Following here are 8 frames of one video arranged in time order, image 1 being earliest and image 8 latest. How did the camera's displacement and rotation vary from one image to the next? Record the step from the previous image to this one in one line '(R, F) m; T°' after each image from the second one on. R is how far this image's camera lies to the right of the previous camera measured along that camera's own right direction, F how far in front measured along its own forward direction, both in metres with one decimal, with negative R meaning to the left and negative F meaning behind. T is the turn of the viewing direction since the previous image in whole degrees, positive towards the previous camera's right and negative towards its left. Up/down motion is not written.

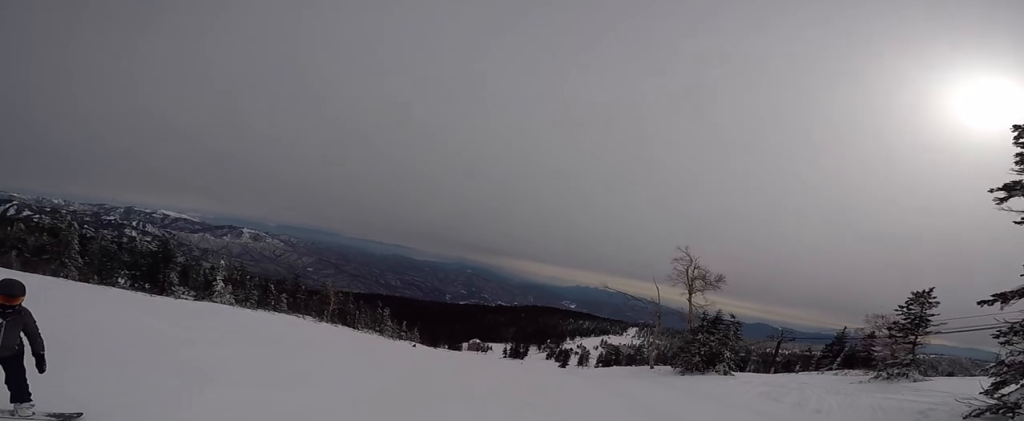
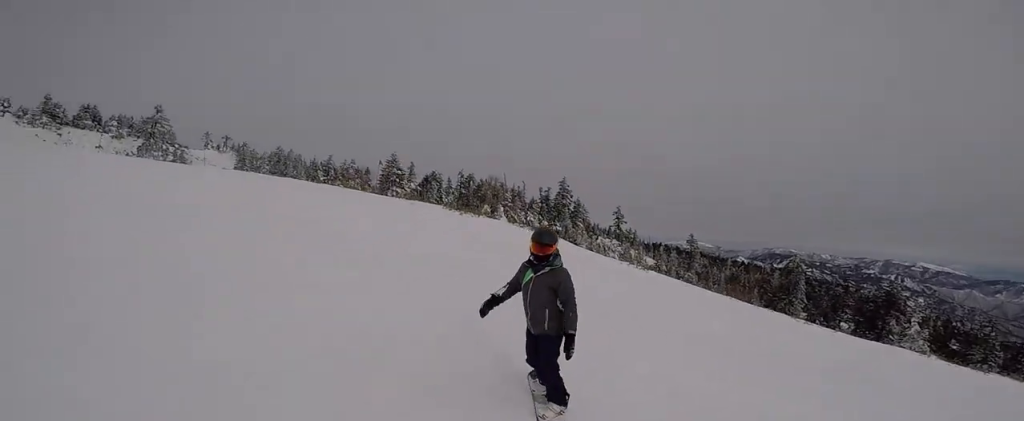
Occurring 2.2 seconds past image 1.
(+0.1, +5.1) m; -42°
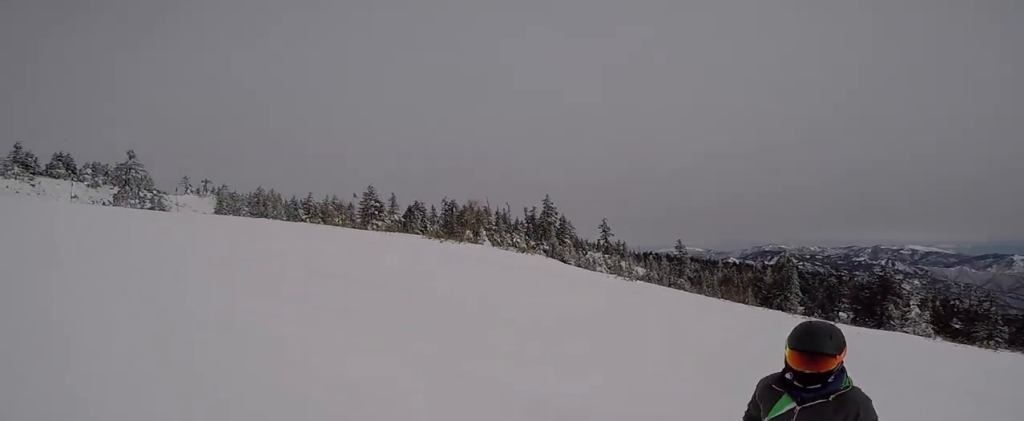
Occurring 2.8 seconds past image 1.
(-0.6, +1.0) m; -26°
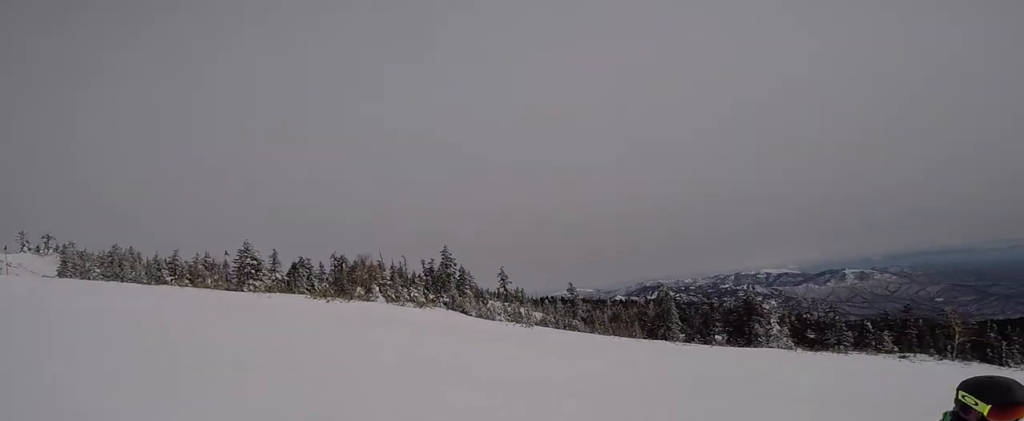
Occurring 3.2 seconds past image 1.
(-0.1, +0.8) m; -3°
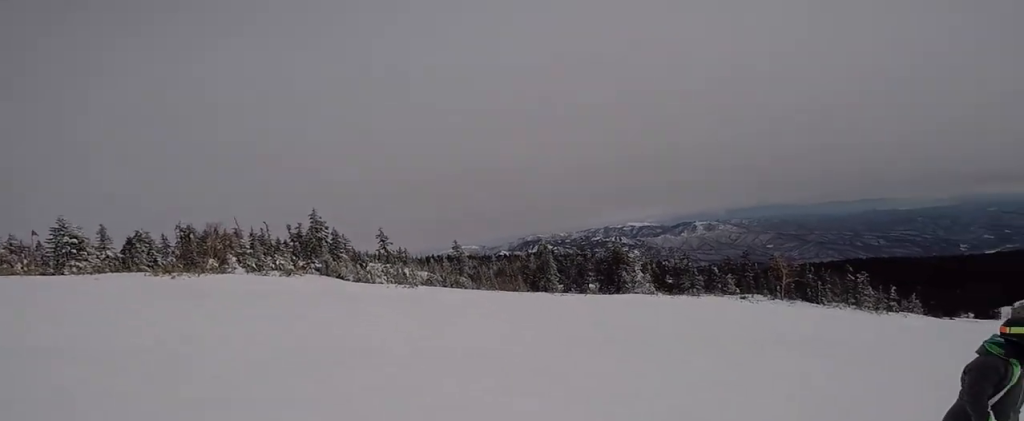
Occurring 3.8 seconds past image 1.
(-0.1, +0.9) m; +9°
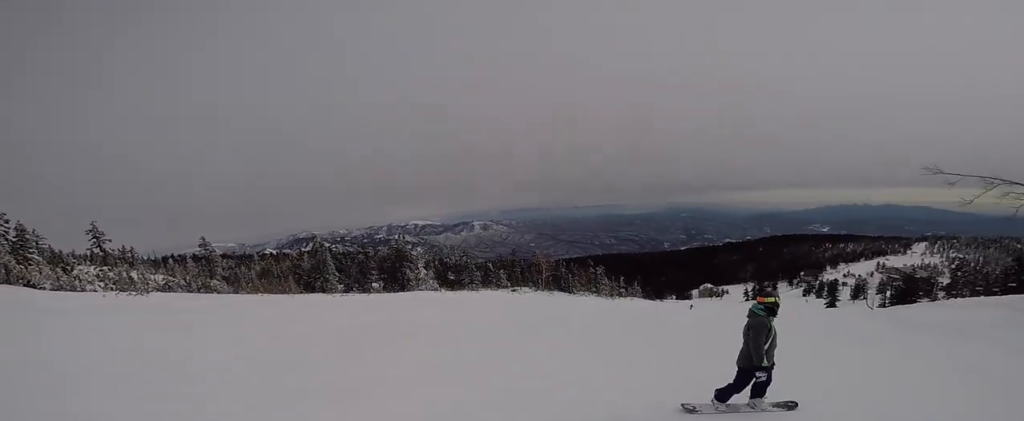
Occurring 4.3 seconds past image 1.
(+0.1, +0.7) m; +12°
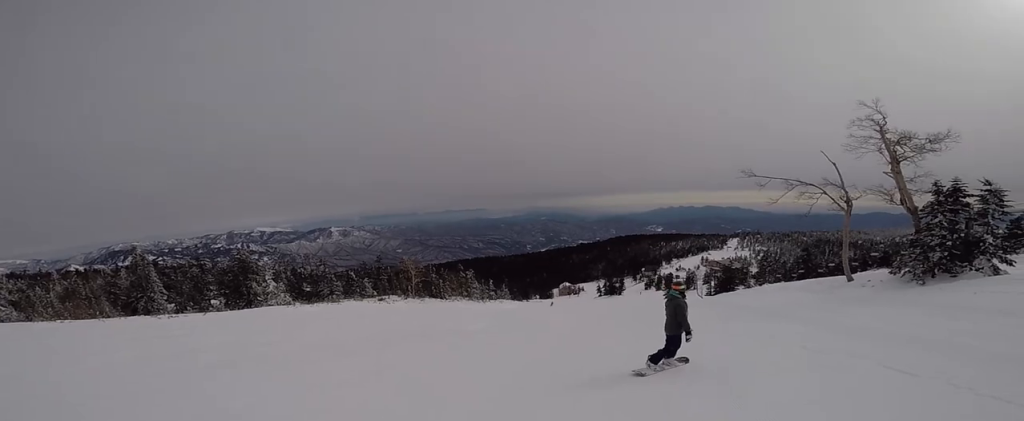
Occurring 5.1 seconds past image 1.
(+0.2, +1.2) m; +16°
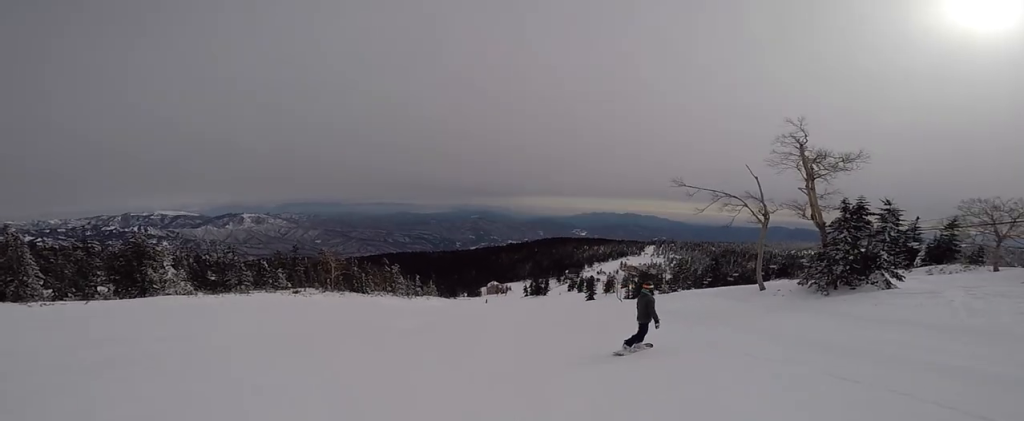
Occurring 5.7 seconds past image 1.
(+0.2, +1.3) m; 0°
